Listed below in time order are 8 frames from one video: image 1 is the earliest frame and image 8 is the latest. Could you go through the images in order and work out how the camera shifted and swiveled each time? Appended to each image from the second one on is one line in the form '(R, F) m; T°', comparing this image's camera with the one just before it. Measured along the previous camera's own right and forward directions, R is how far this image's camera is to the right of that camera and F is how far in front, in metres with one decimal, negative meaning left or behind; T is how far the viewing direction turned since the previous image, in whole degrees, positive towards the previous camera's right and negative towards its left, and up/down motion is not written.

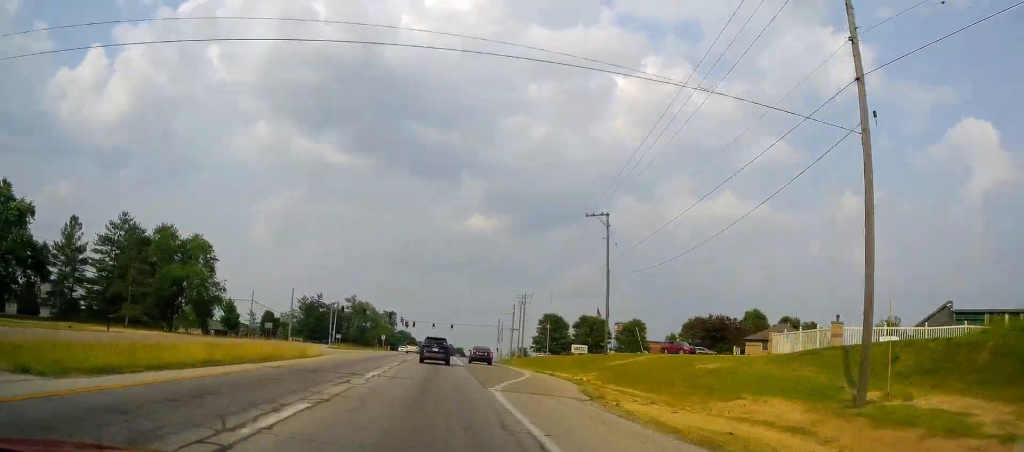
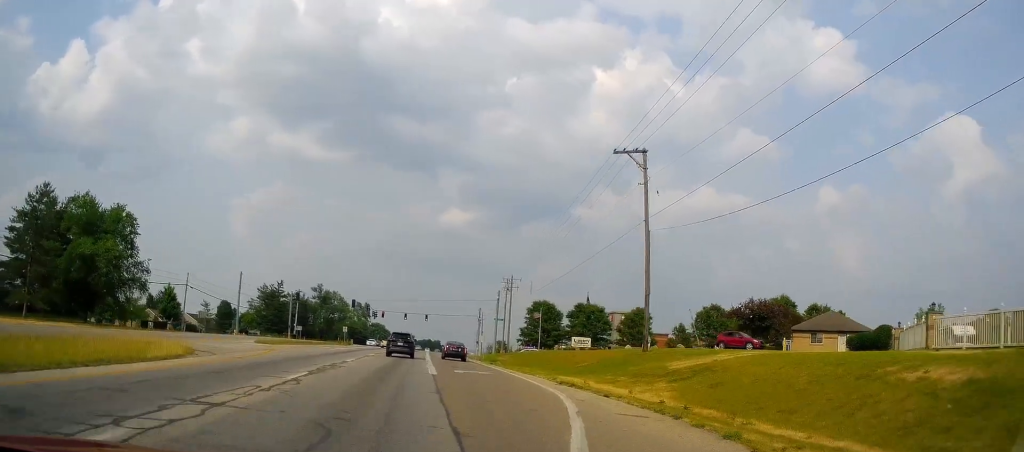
(+0.1, +16.2) m; 0°
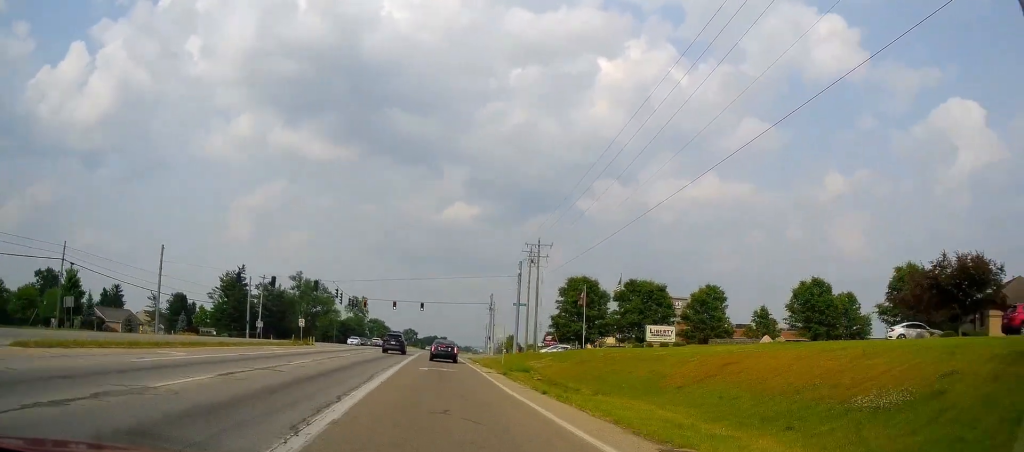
(-0.2, +26.9) m; +1°
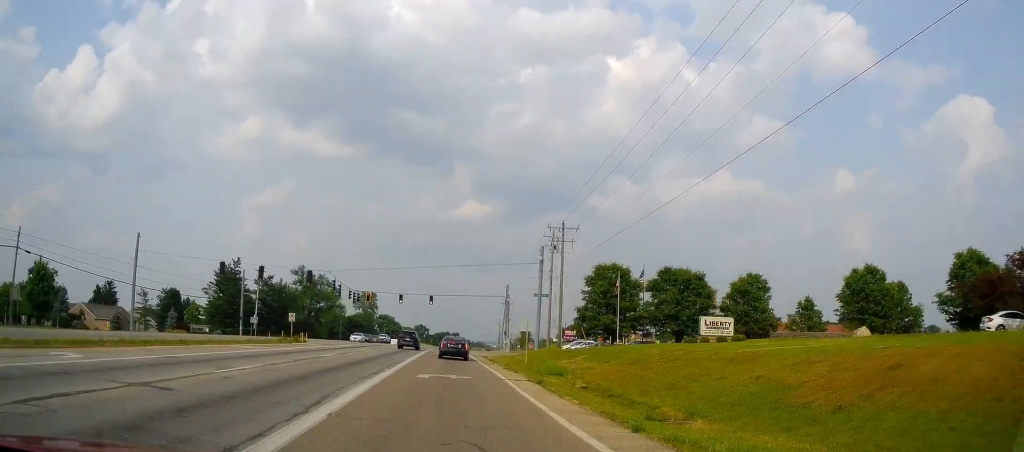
(+0.3, +7.8) m; -1°
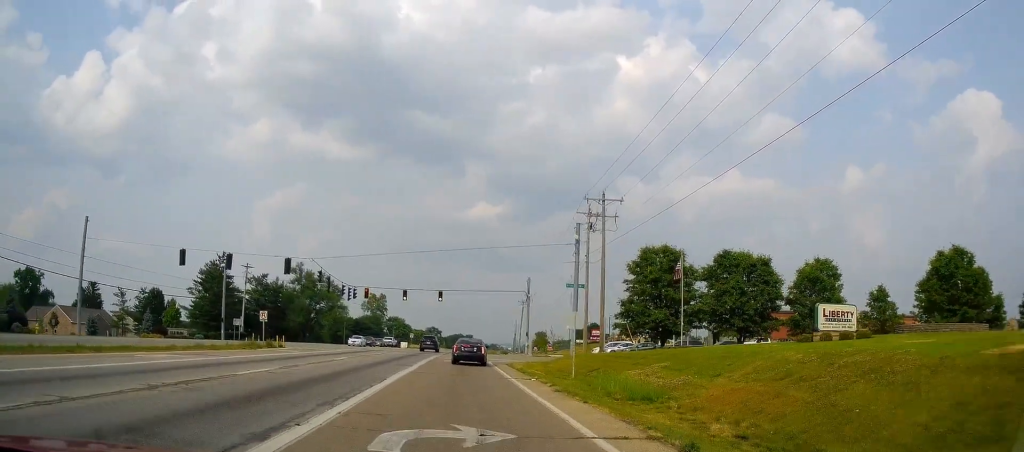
(-0.2, +11.5) m; -1°
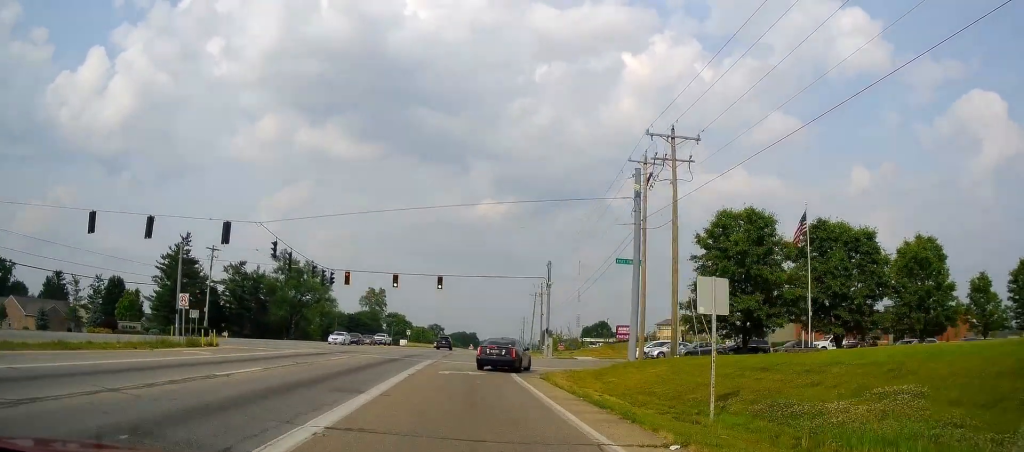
(-0.3, +14.3) m; +1°
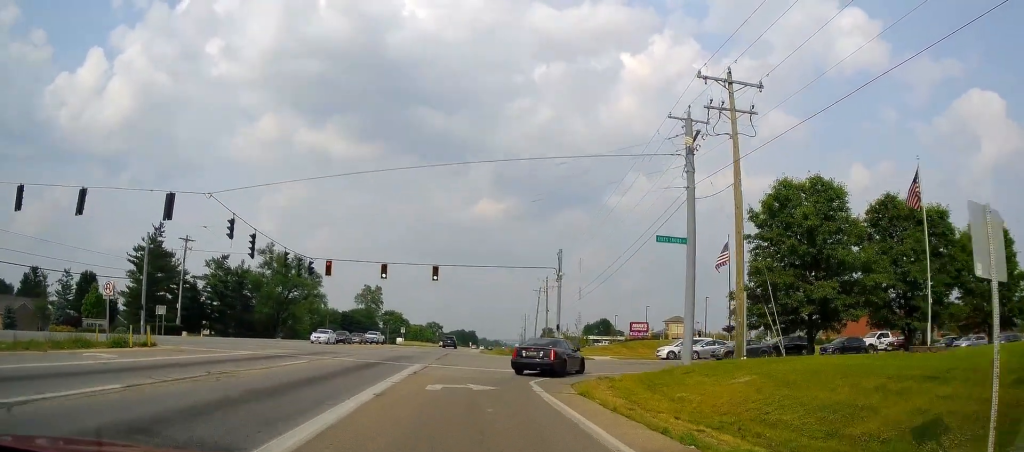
(+0.3, +7.7) m; +2°
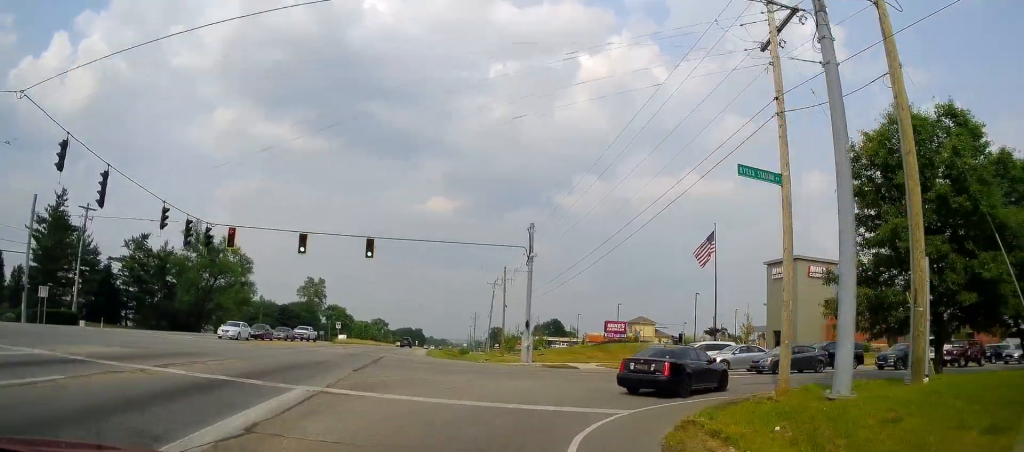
(+0.1, +12.2) m; +6°
